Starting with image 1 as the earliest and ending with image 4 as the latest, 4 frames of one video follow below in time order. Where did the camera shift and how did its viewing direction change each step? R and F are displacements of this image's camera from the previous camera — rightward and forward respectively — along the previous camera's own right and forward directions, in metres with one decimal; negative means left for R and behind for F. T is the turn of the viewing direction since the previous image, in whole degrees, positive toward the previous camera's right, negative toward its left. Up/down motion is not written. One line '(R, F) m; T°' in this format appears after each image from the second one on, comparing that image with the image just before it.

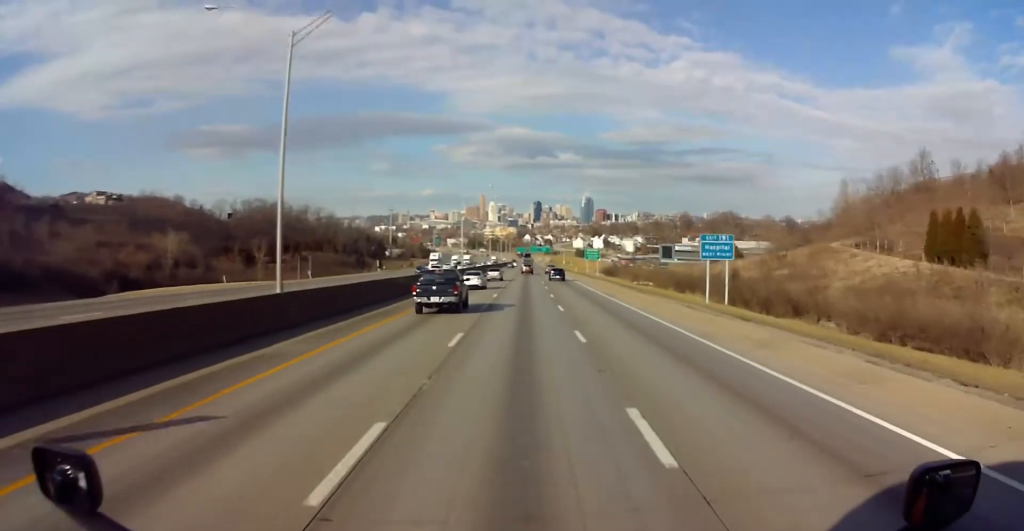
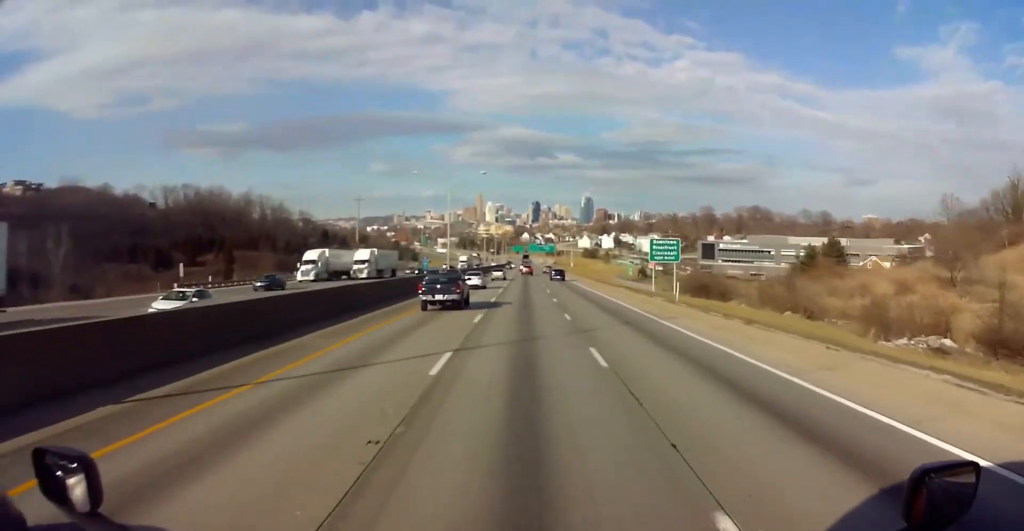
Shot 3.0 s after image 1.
(-1.0, +90.4) m; 0°
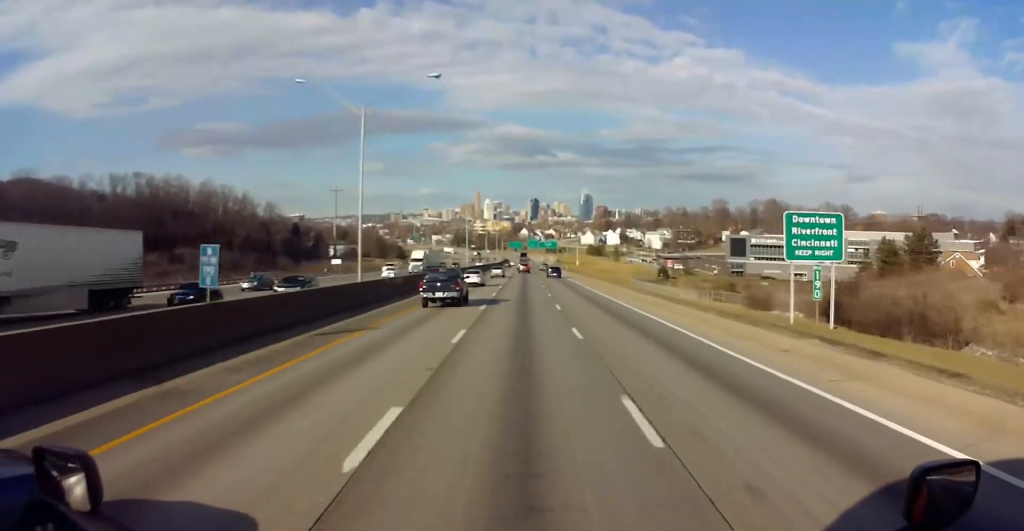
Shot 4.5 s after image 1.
(+0.3, +43.8) m; +1°
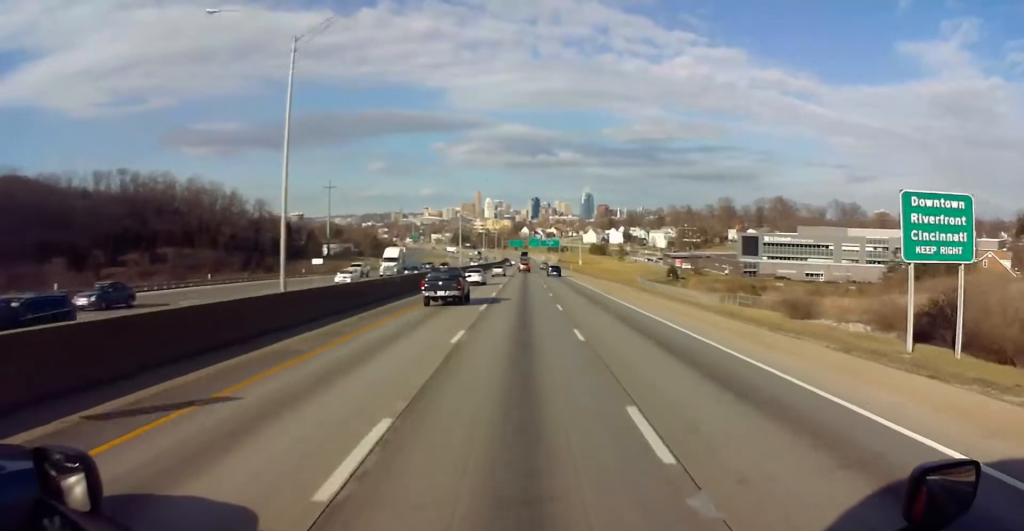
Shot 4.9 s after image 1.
(+0.1, +12.8) m; 0°
